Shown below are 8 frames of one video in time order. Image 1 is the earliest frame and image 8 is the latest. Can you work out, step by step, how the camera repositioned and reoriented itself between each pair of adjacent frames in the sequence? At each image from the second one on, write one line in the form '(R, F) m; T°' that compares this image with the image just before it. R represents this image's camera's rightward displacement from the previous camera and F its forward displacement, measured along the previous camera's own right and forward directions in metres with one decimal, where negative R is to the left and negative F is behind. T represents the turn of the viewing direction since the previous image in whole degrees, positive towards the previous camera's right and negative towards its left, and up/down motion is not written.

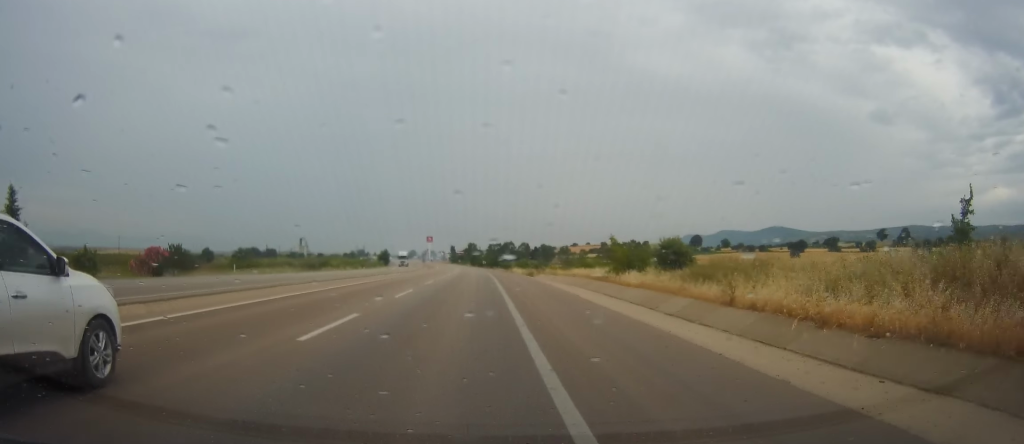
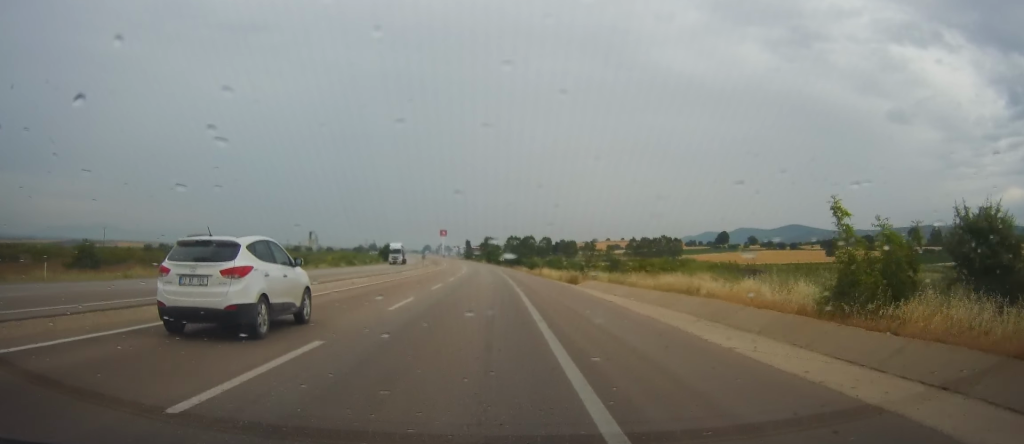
(0.0, +28.3) m; 0°
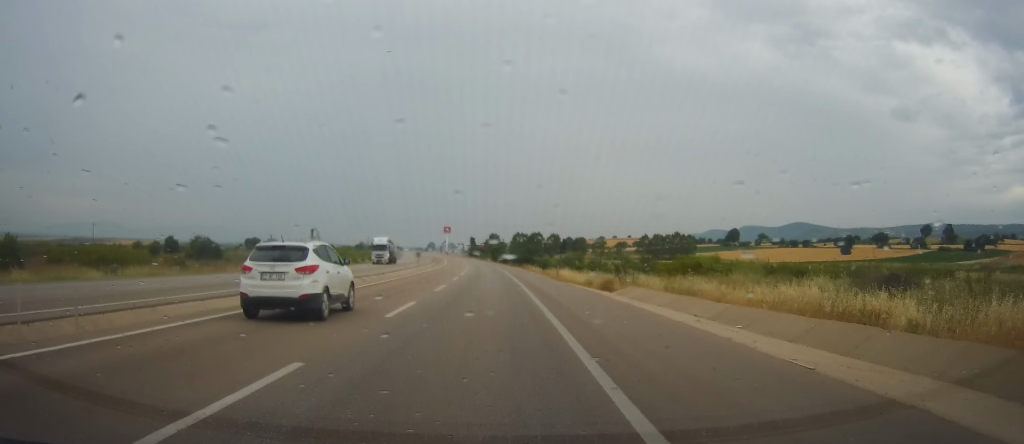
(0.0, +13.5) m; 0°
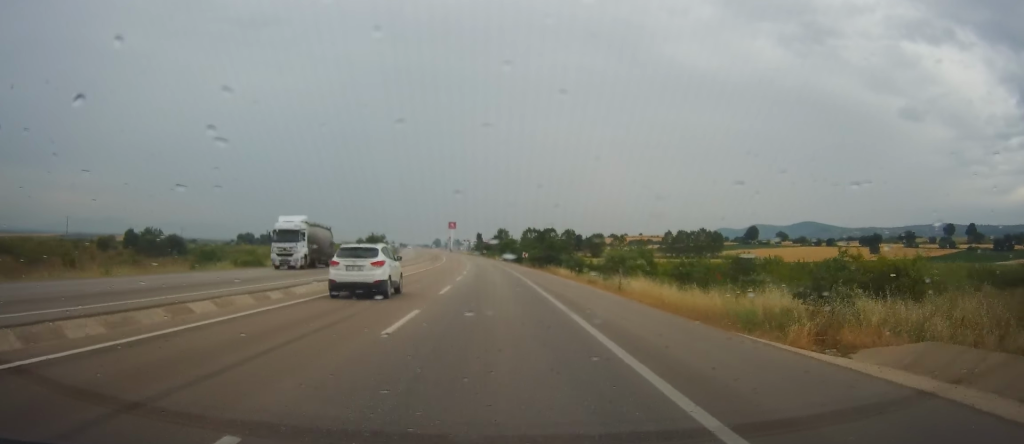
(0.0, +26.4) m; 0°
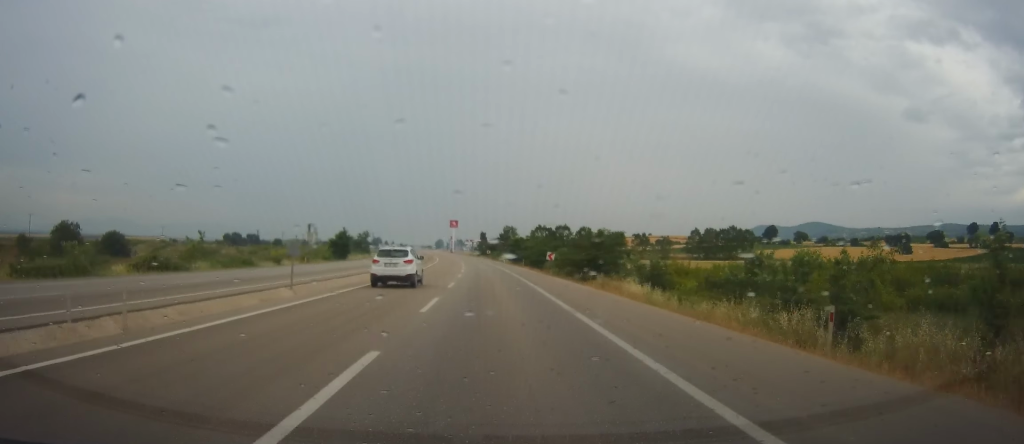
(-0.5, +29.3) m; -1°
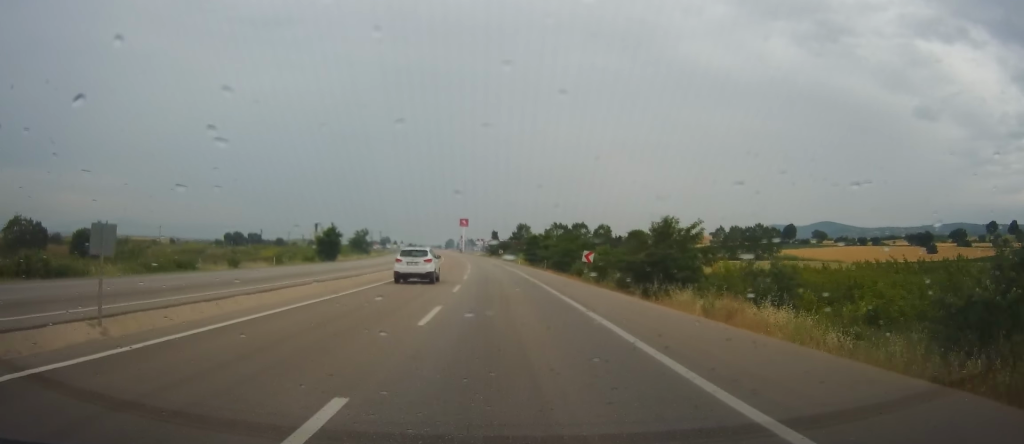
(0.0, +14.3) m; 0°
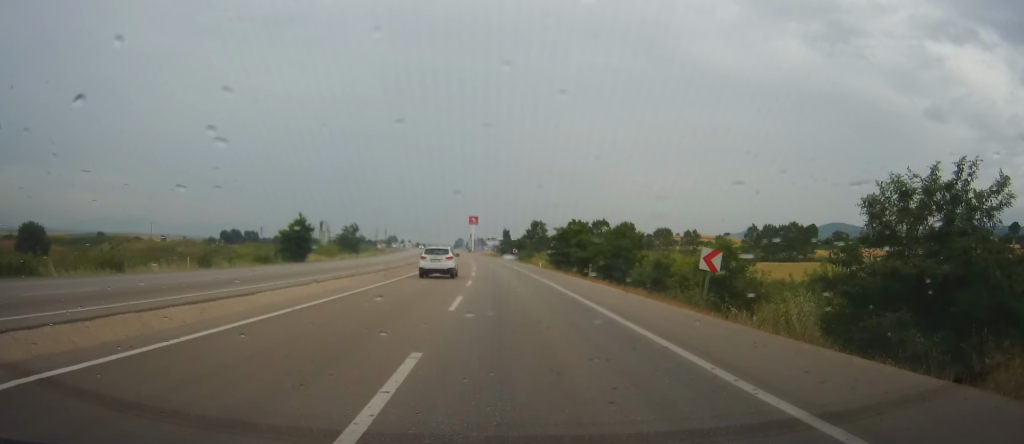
(+0.3, +20.0) m; 0°
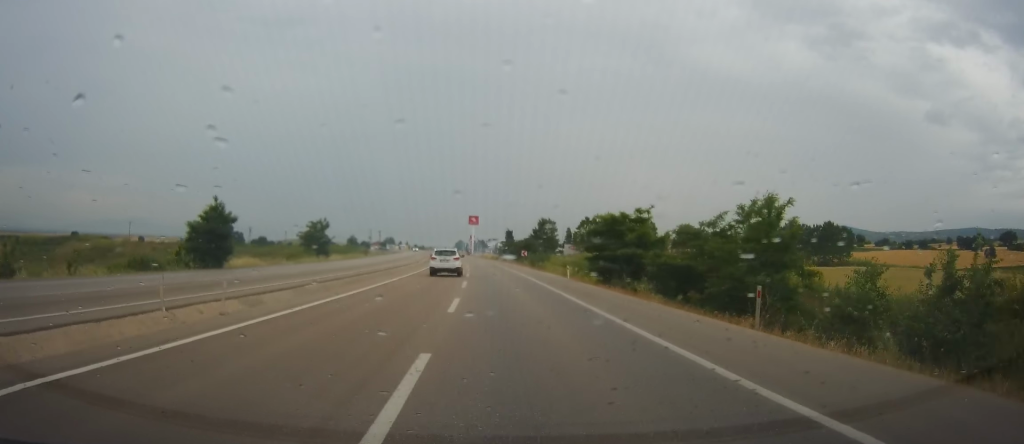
(-0.5, +22.7) m; -1°
